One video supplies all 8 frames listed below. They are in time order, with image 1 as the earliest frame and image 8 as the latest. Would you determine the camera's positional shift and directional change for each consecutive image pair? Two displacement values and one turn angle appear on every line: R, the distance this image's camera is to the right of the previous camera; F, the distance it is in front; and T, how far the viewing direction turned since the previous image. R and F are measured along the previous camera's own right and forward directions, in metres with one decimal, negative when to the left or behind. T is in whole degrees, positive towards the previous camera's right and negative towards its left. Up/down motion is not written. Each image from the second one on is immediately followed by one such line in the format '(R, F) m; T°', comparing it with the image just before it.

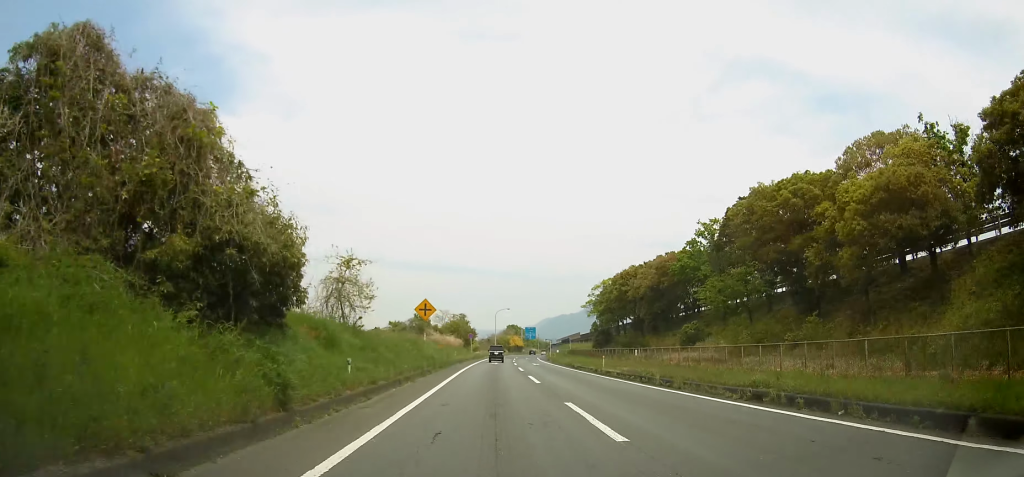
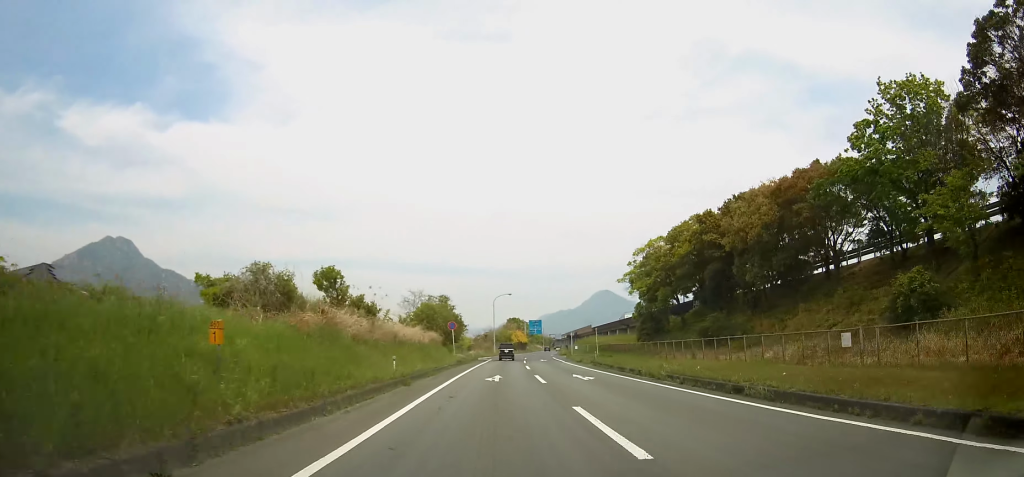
(+0.1, +30.0) m; 0°
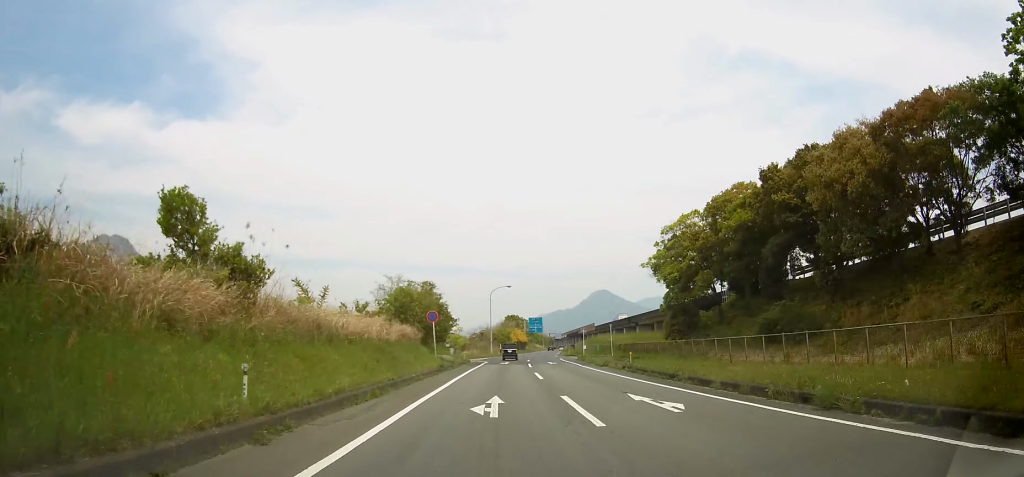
(0.0, +12.1) m; 0°
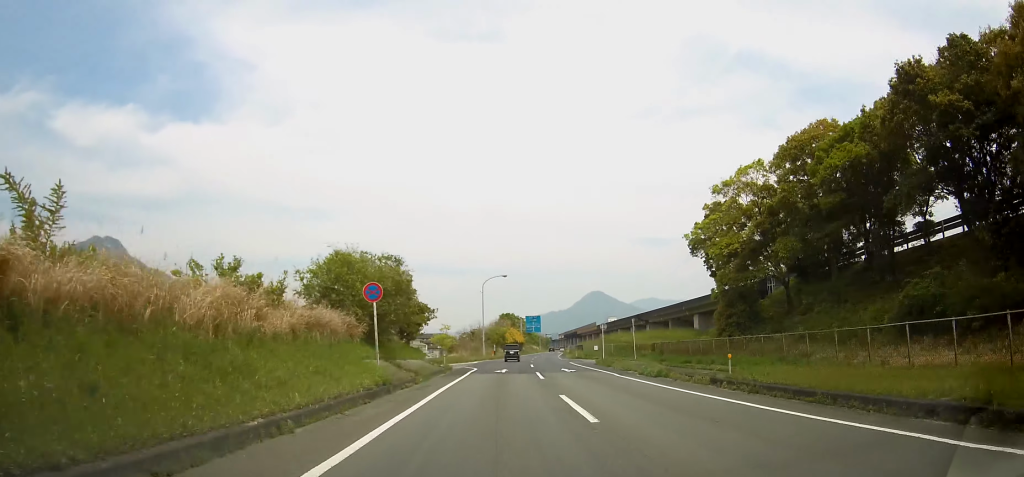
(0.0, +14.3) m; 0°
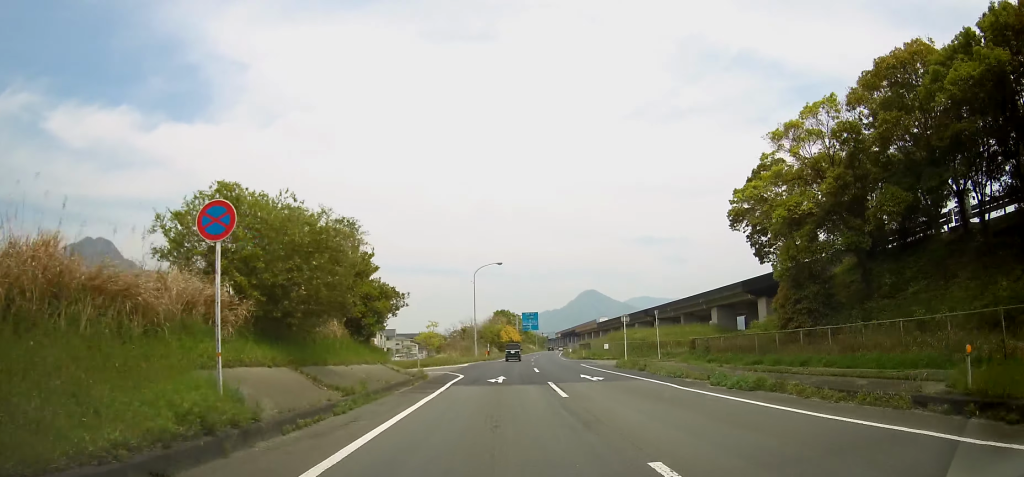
(+0.1, +9.9) m; 0°
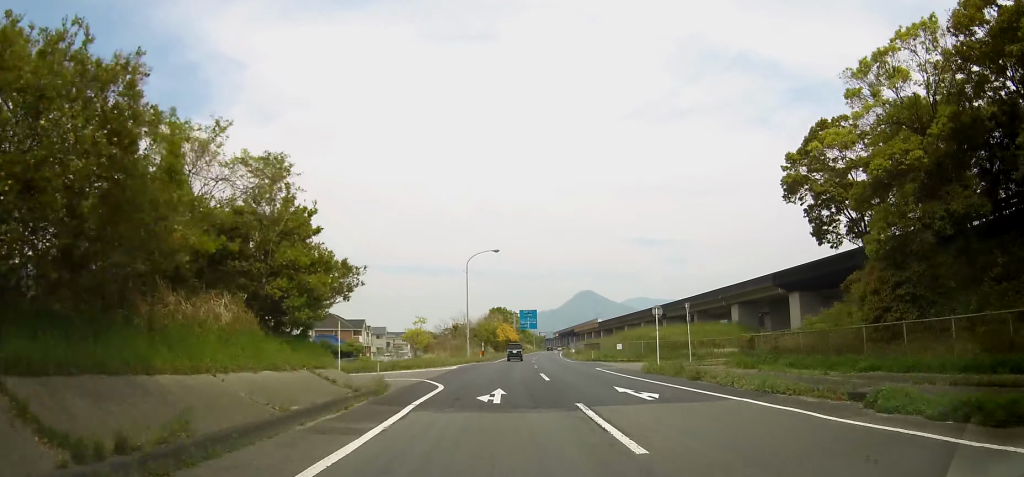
(0.0, +8.3) m; 0°
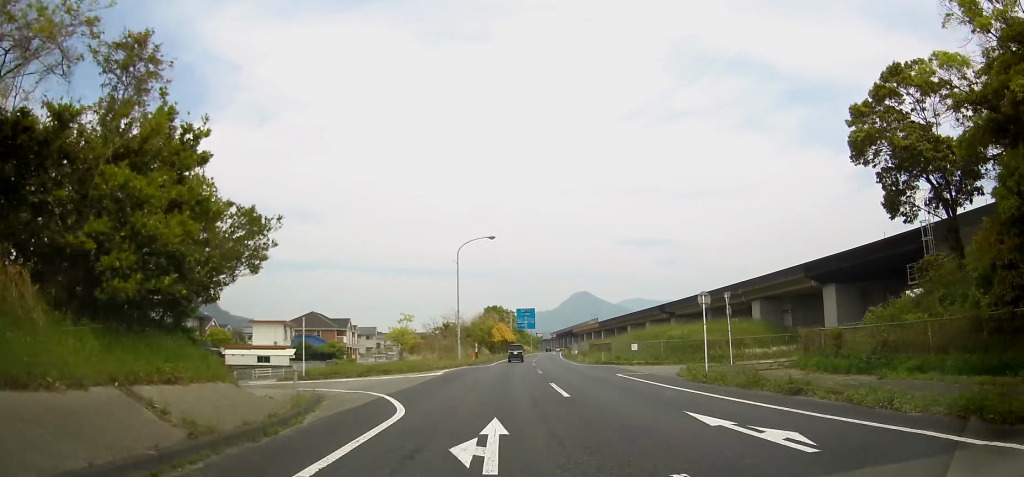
(-0.1, +7.2) m; 0°
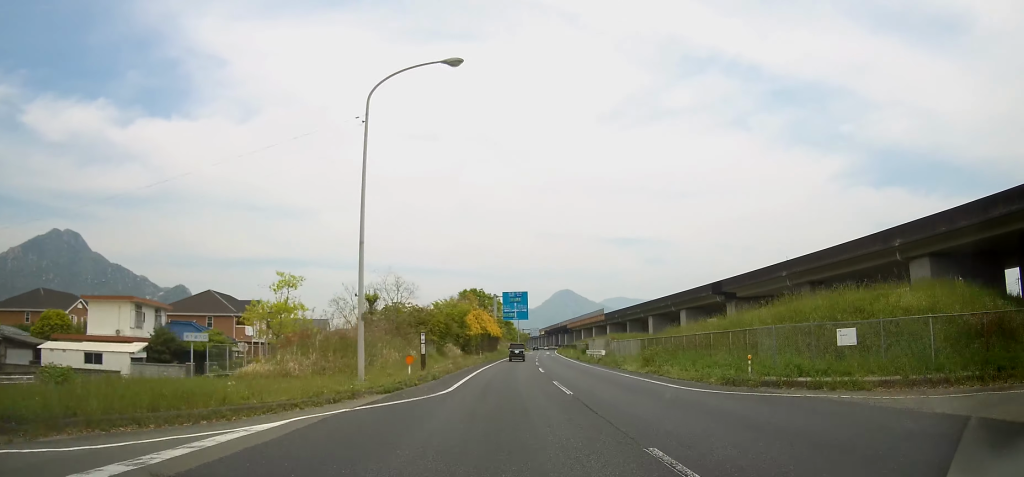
(+0.3, +29.6) m; +2°
